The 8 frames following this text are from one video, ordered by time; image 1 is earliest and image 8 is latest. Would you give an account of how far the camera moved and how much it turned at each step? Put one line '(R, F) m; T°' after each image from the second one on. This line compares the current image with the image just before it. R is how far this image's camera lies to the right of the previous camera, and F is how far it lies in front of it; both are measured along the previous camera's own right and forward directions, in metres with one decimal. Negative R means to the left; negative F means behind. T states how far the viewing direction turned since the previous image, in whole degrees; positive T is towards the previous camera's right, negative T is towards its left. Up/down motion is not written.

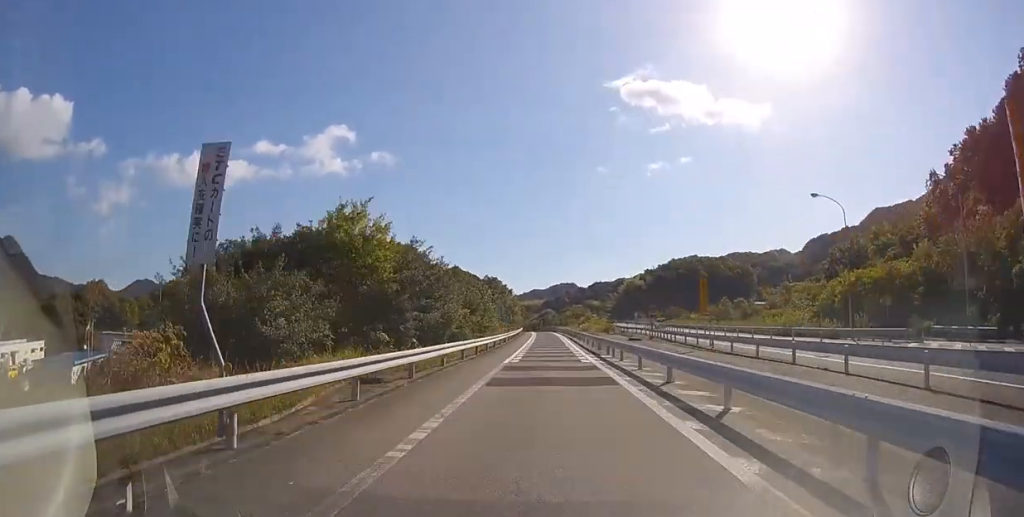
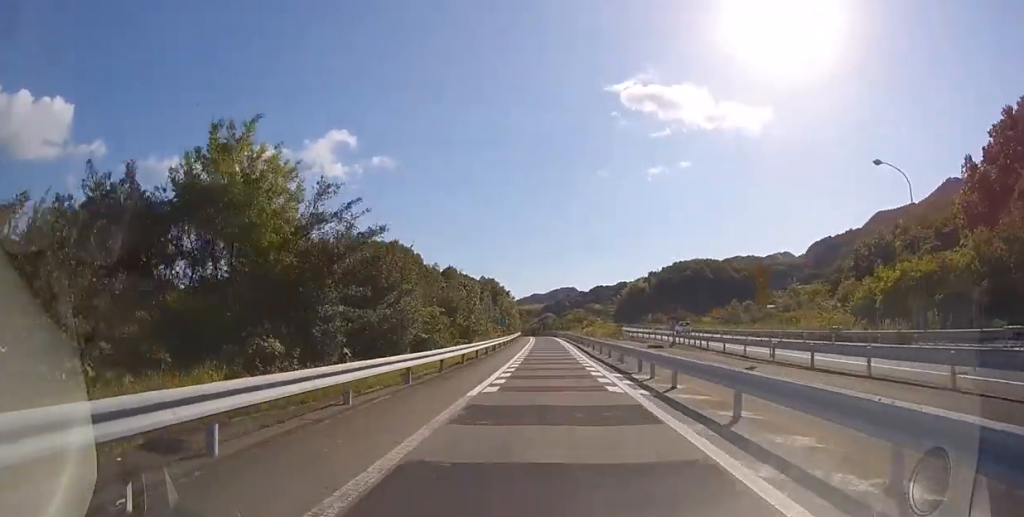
(0.0, +8.8) m; 0°
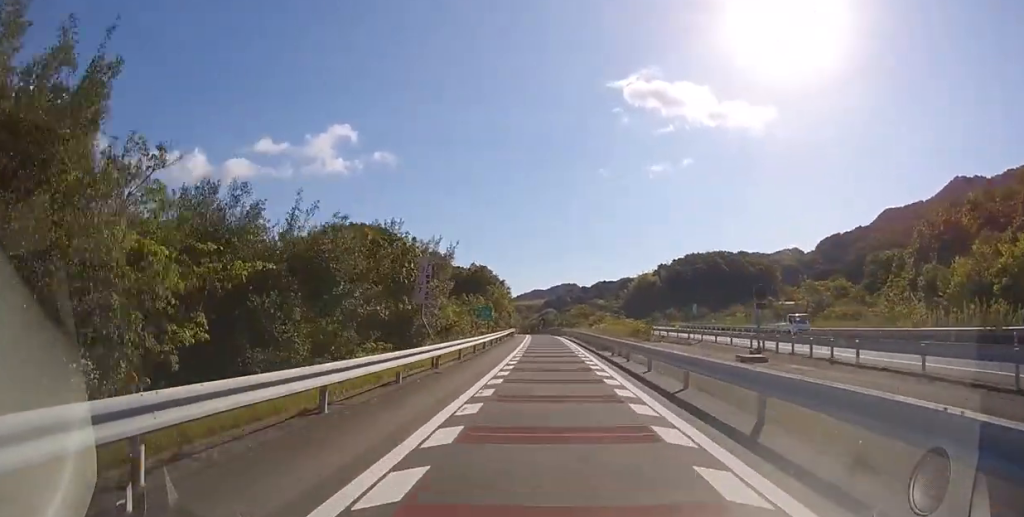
(0.0, +17.5) m; 0°
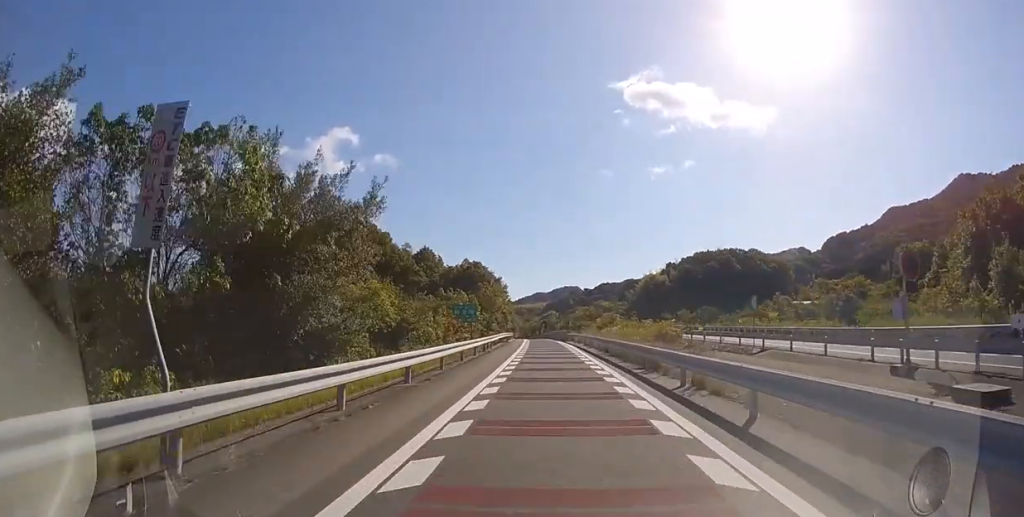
(0.0, +11.2) m; 0°
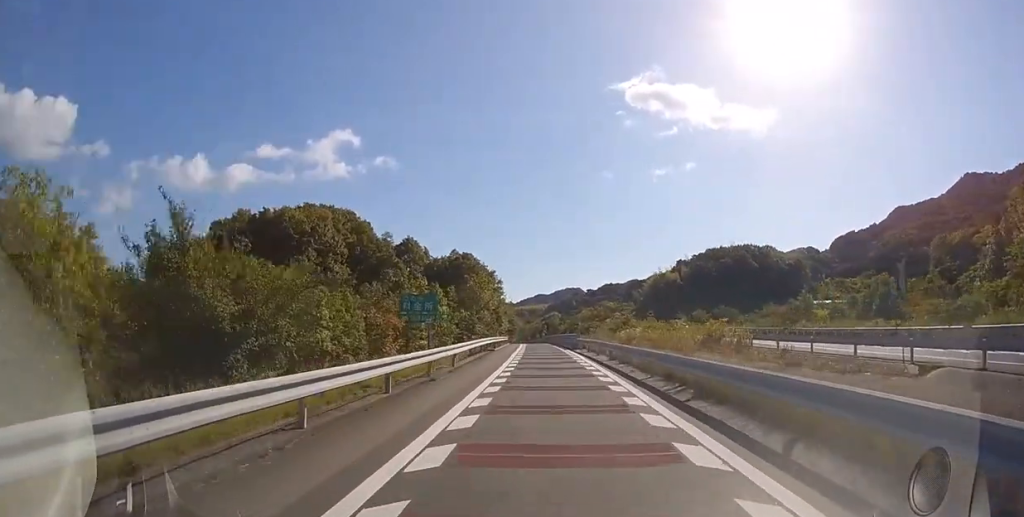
(0.0, +14.1) m; 0°
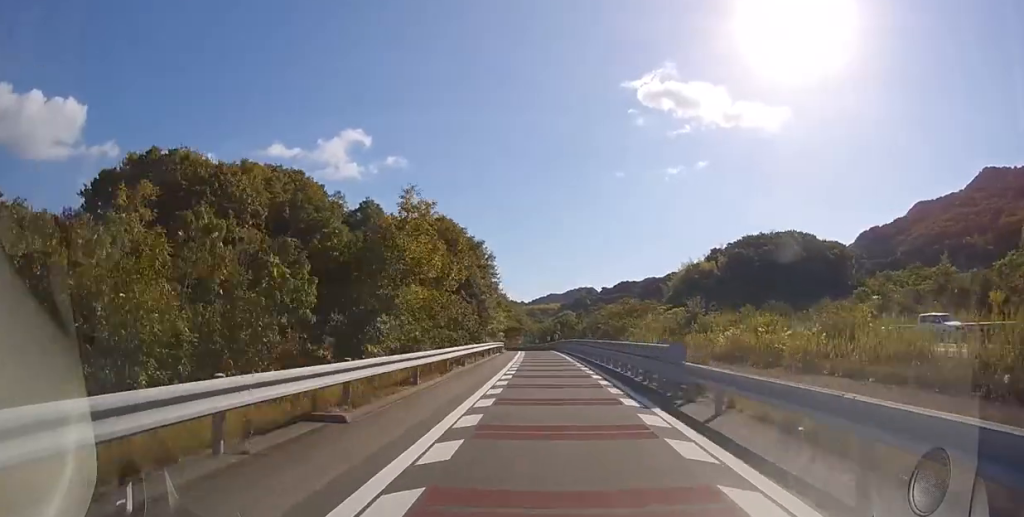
(-0.1, +25.9) m; -1°
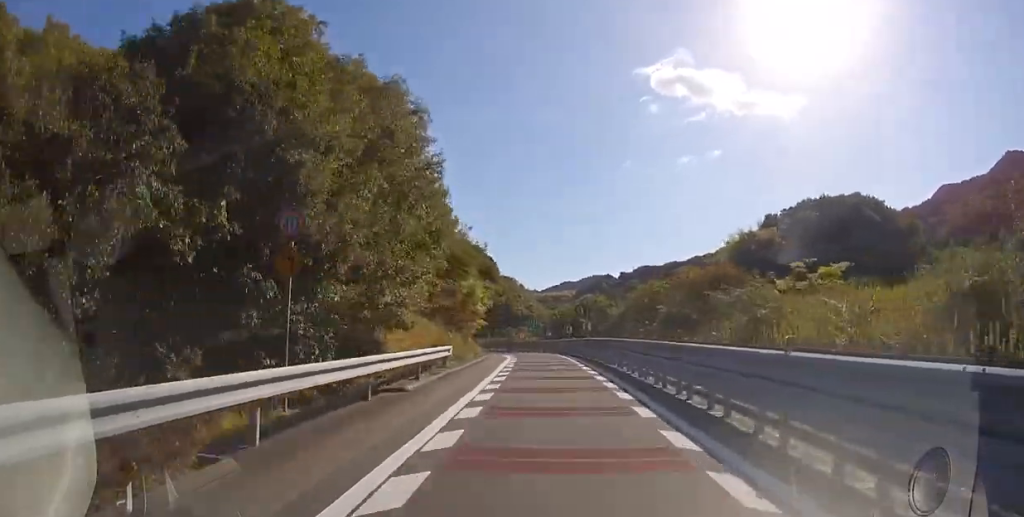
(-0.5, +31.3) m; -2°
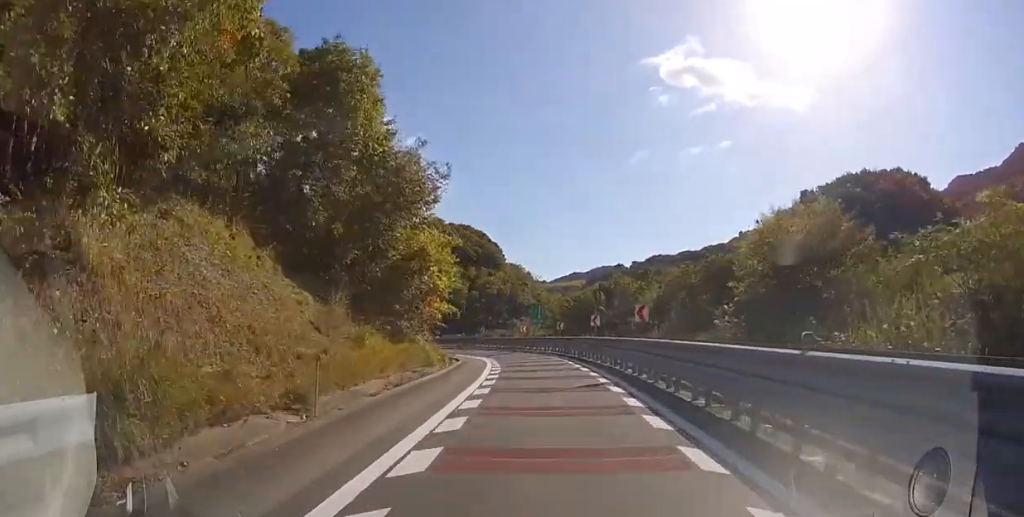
(-0.1, +15.3) m; -1°
